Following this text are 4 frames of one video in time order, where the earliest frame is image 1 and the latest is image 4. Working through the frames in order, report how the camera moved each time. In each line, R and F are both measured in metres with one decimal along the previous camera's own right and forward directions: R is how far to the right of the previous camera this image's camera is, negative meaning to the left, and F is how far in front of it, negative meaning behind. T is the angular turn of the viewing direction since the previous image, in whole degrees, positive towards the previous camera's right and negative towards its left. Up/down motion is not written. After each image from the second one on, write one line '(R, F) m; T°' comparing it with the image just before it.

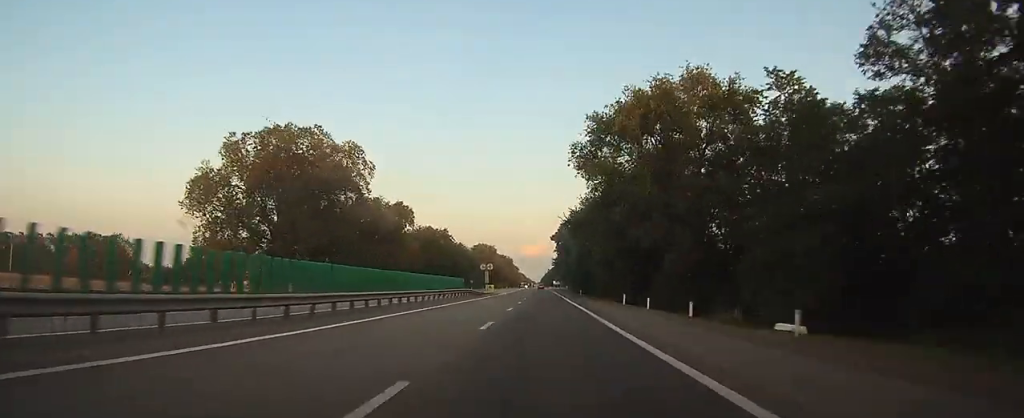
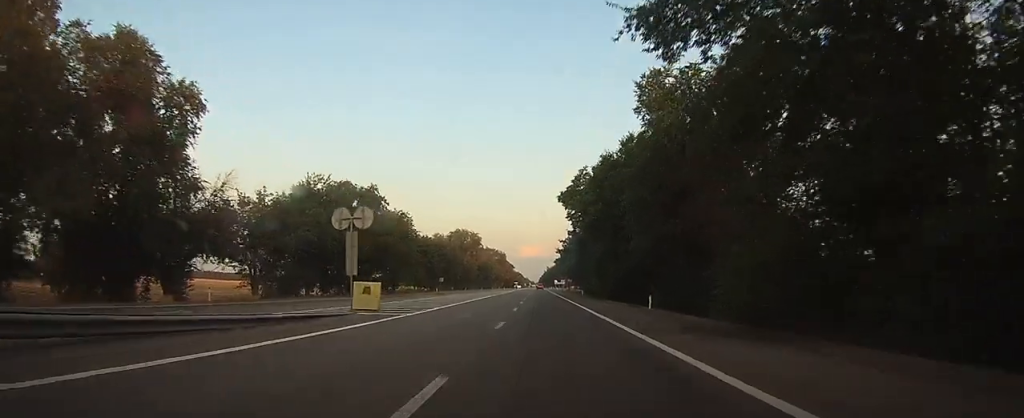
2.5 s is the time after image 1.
(-0.5, +59.1) m; -1°
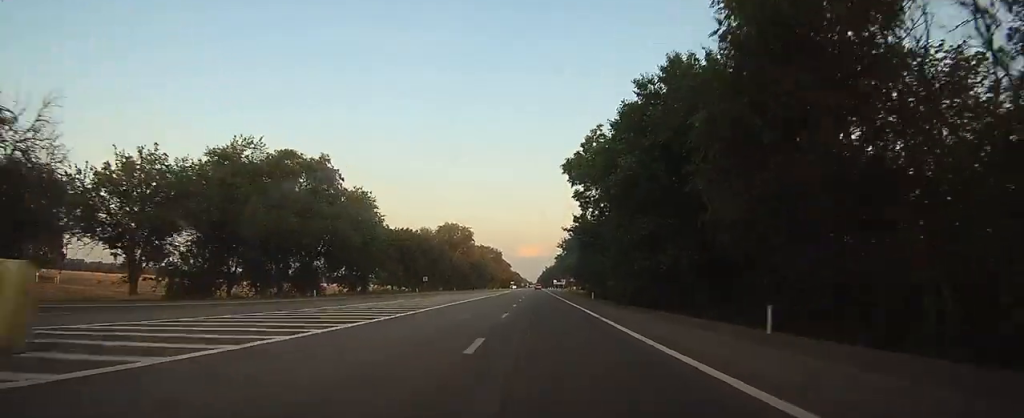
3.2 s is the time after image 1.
(+0.1, +18.0) m; 0°
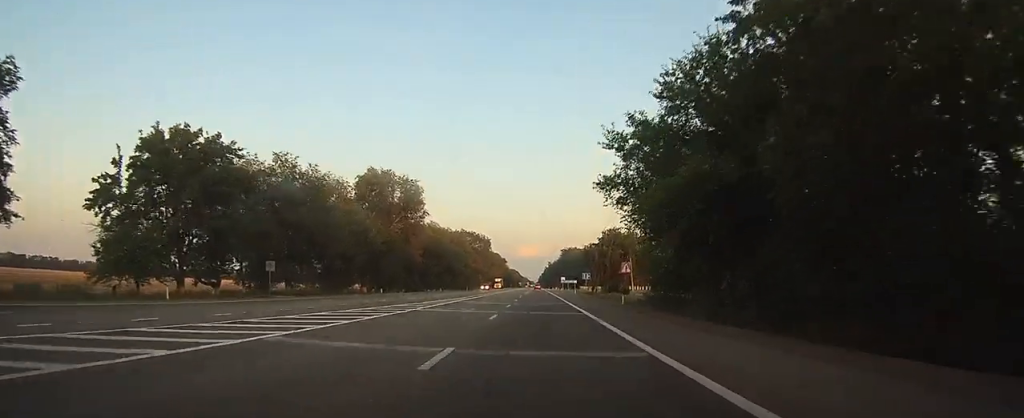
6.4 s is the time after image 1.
(+0.4, +73.3) m; +1°
